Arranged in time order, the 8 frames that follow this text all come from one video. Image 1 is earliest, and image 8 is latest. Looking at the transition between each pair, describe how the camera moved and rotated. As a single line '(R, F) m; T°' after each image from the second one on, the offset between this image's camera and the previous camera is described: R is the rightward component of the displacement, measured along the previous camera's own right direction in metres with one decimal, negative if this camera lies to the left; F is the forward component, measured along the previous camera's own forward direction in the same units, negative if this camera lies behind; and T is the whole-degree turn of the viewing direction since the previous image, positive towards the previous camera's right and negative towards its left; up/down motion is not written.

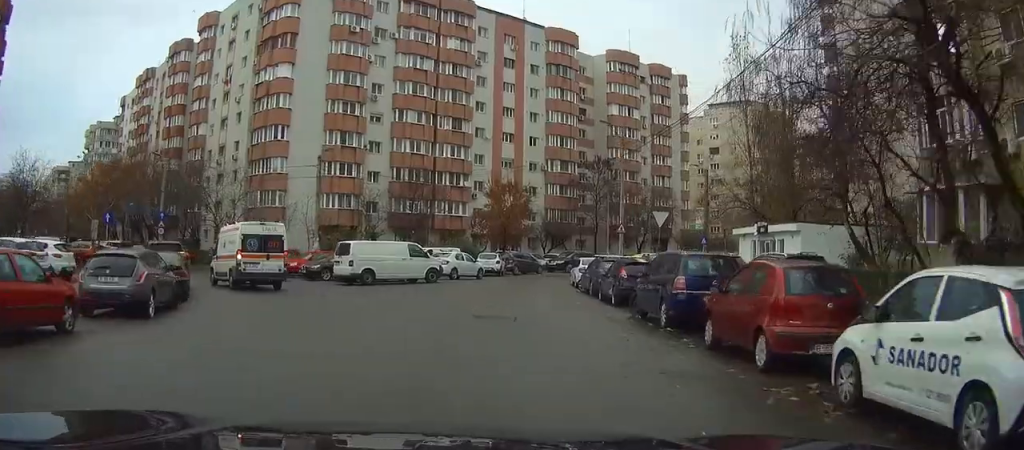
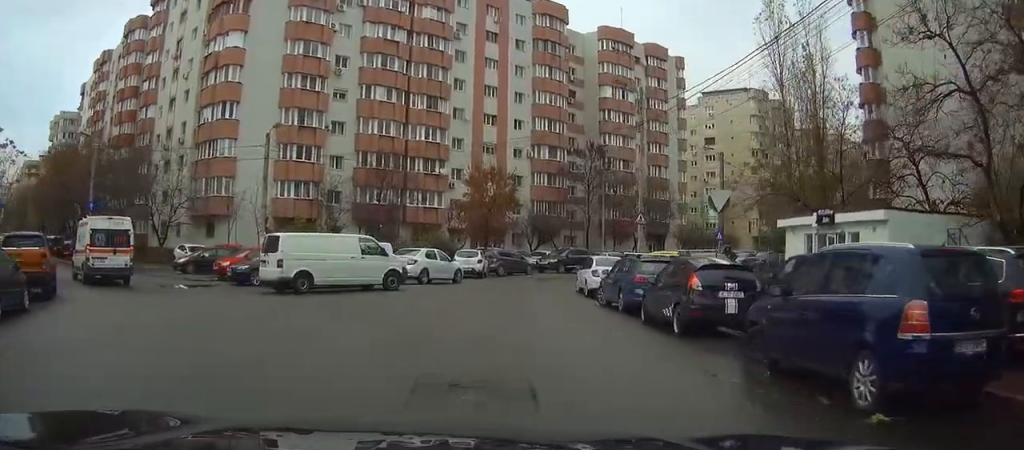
(+0.1, +9.0) m; +1°
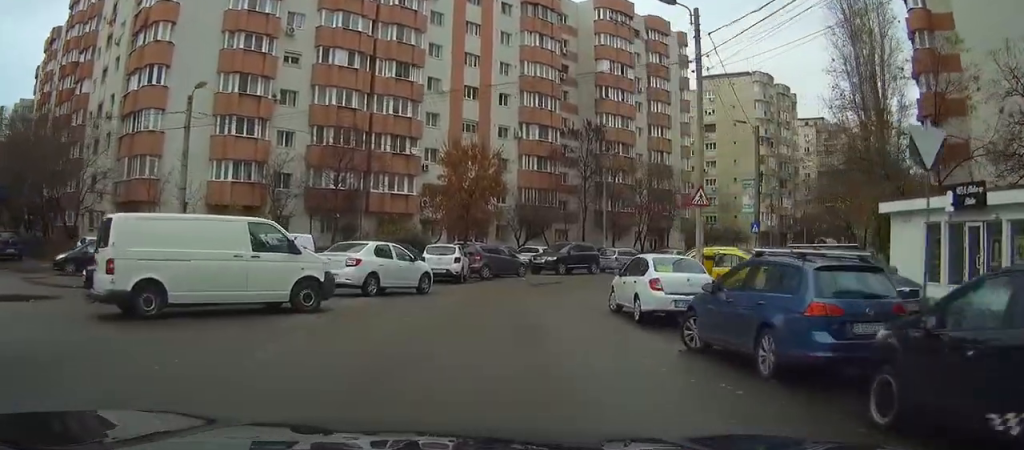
(+0.1, +10.8) m; +2°
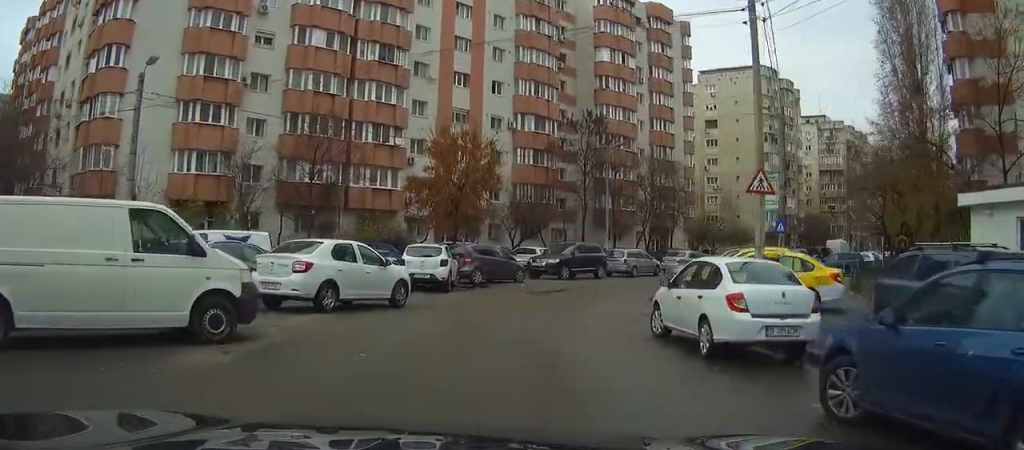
(+0.1, +5.2) m; +1°
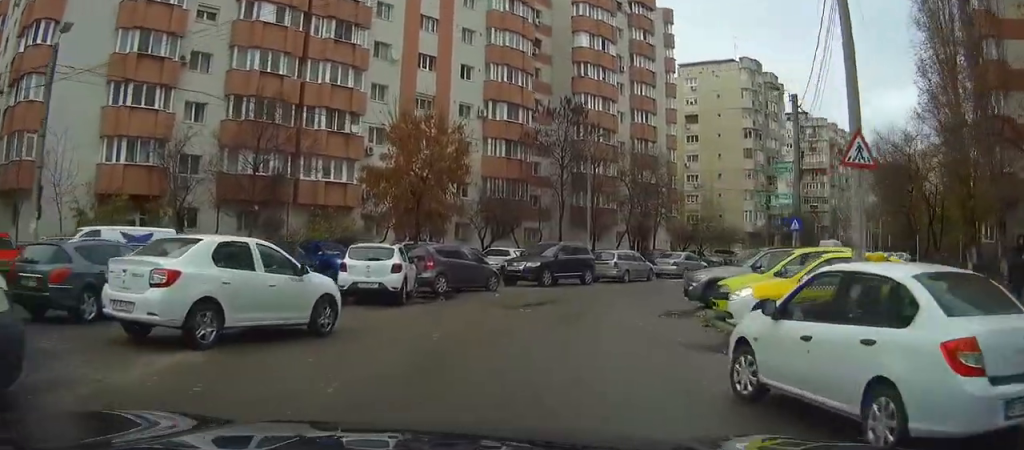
(0.0, +5.8) m; +1°
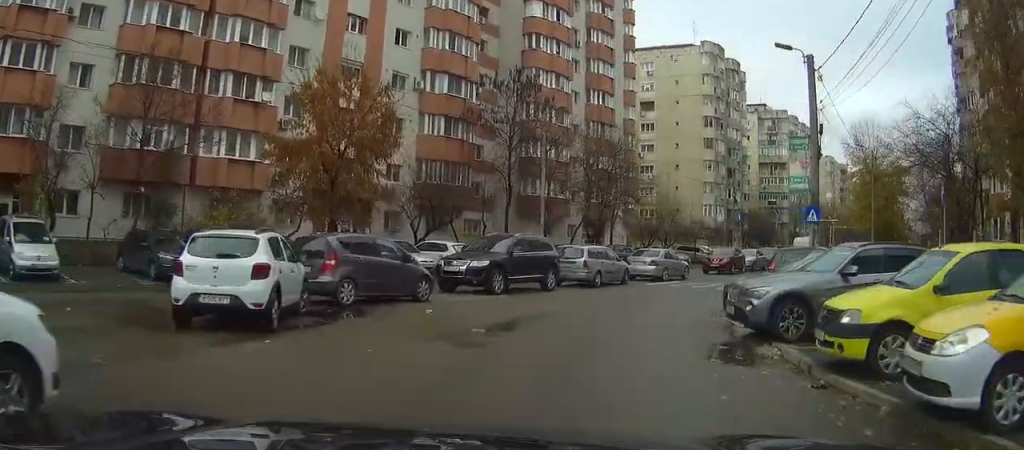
(+0.2, +7.7) m; +4°
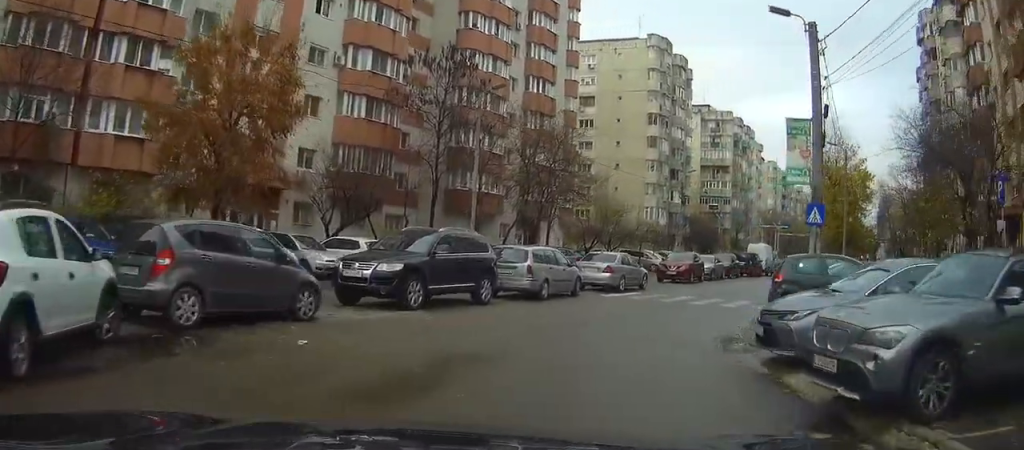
(+0.2, +5.5) m; +5°
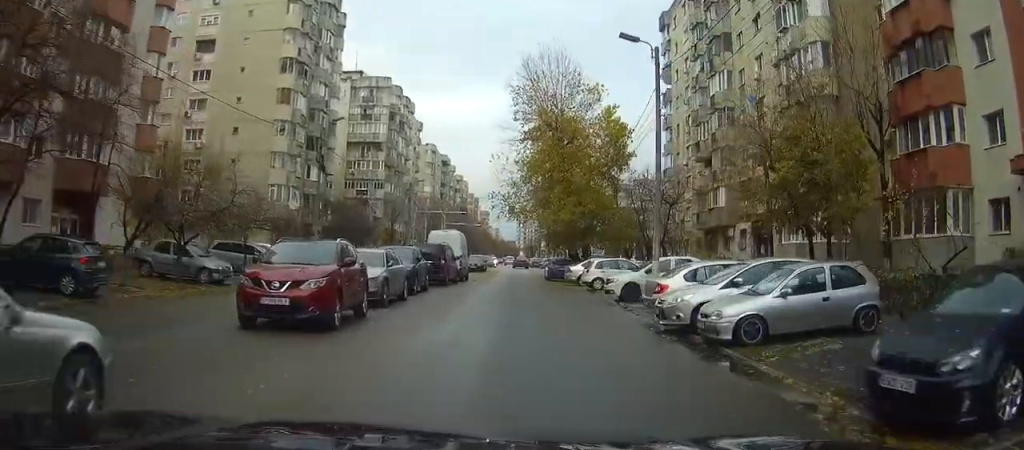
(+5.5, +22.3) m; +30°
